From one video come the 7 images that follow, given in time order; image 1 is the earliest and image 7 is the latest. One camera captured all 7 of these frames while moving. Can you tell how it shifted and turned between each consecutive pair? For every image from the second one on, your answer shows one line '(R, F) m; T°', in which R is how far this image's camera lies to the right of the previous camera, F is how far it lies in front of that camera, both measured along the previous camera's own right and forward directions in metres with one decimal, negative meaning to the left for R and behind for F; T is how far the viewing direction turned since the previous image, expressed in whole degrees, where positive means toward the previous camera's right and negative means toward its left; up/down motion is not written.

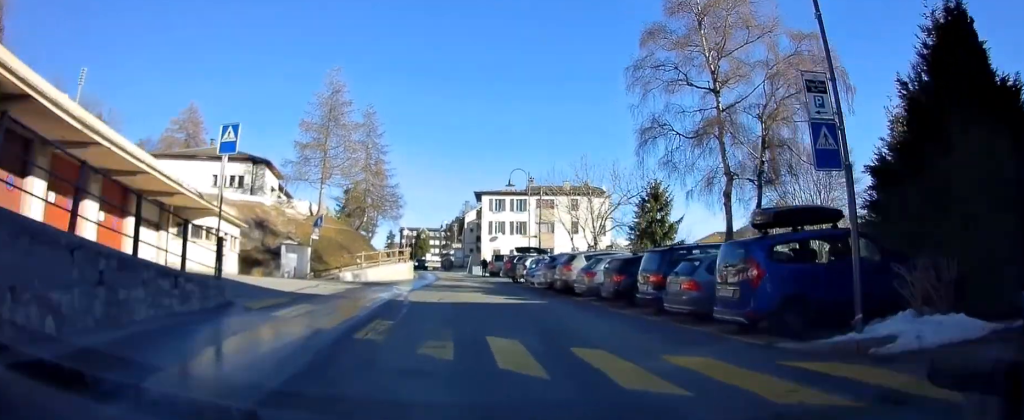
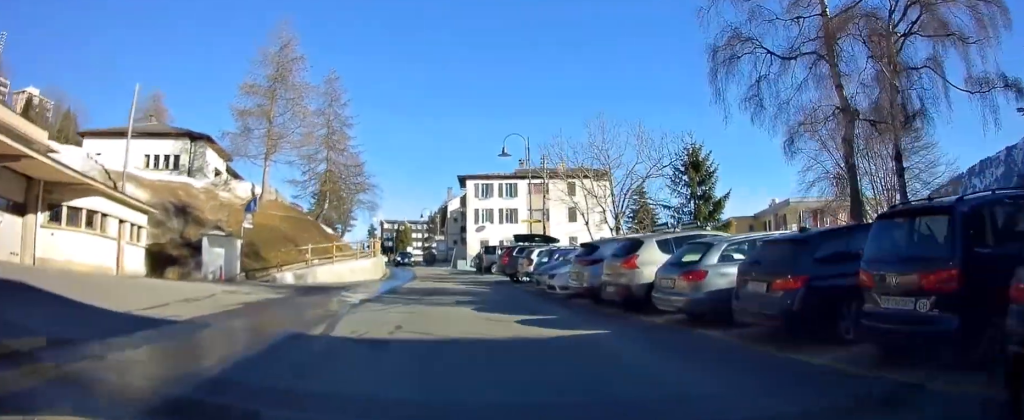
(0.0, +9.7) m; 0°
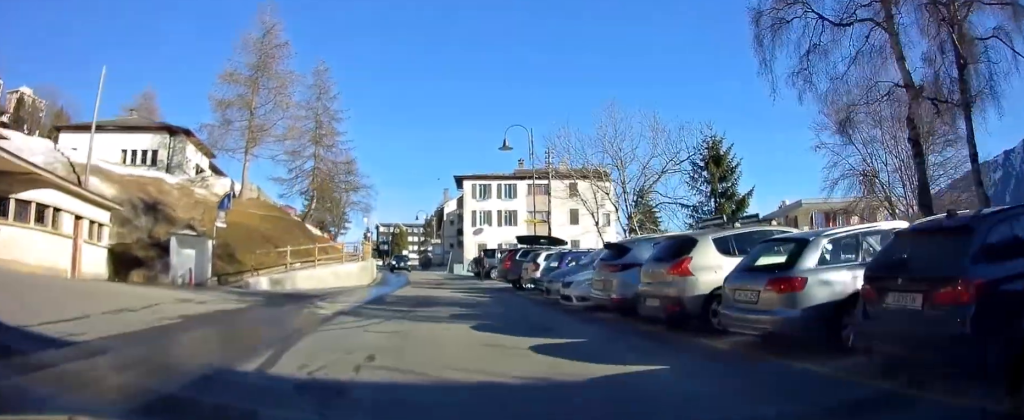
(0.0, +2.9) m; 0°
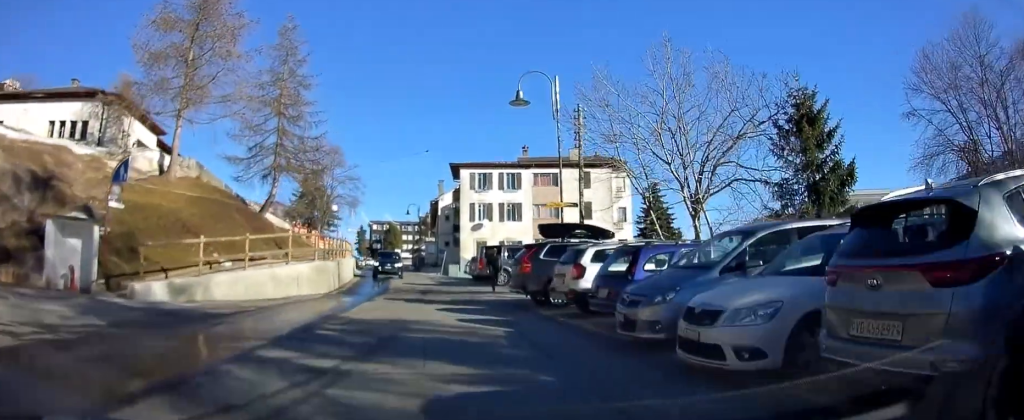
(-0.1, +8.4) m; -1°
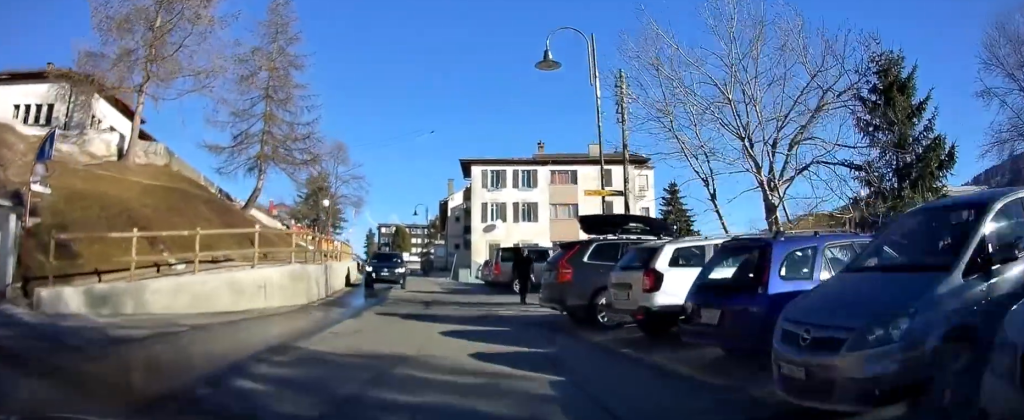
(-0.1, +4.5) m; -1°
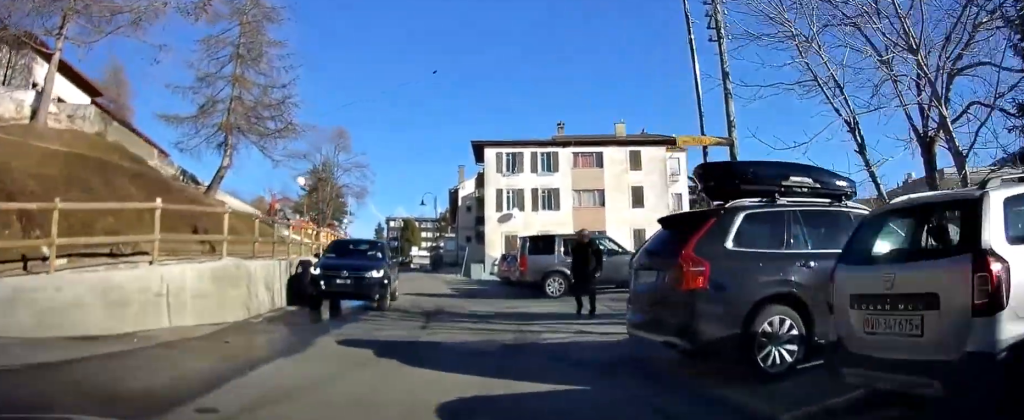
(0.0, +5.8) m; -1°
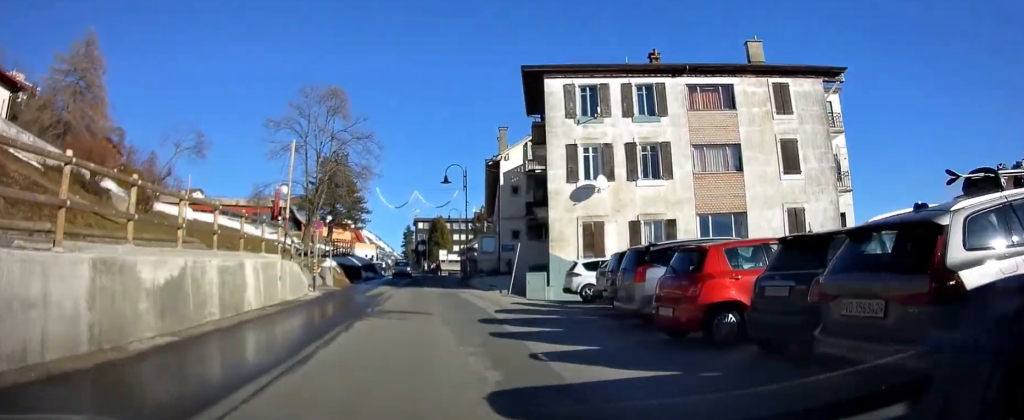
(0.0, +19.5) m; 0°
